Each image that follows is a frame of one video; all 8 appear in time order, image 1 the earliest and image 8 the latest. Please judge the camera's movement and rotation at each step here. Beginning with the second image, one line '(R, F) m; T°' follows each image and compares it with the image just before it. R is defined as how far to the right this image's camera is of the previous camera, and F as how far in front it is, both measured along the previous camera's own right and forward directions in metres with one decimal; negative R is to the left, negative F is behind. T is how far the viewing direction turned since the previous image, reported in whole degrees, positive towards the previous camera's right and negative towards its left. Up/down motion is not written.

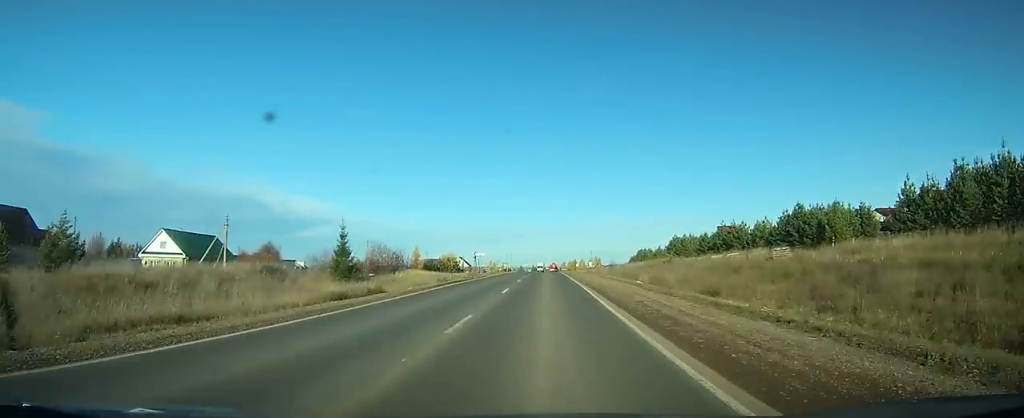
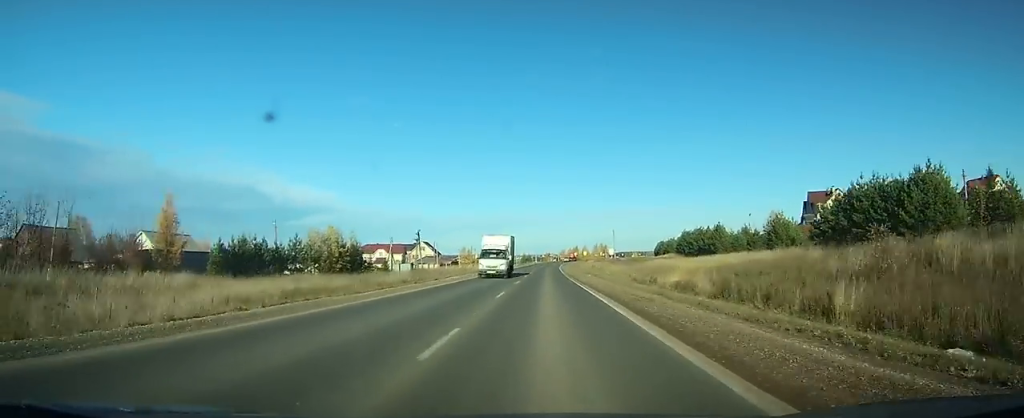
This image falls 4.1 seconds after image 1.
(-0.1, +79.5) m; 0°
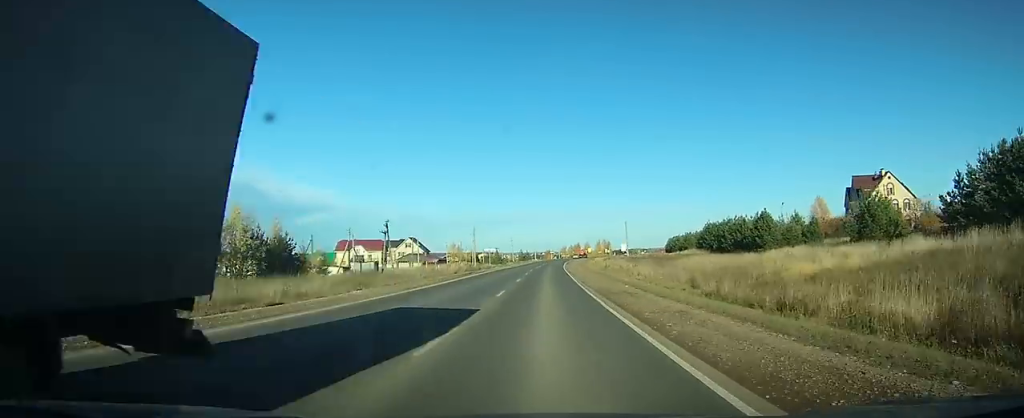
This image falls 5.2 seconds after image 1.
(0.0, +23.0) m; 0°
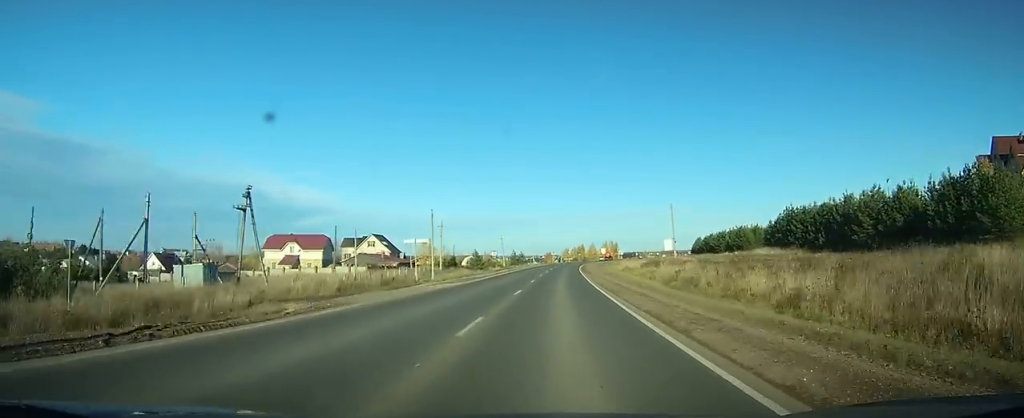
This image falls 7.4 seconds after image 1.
(-0.1, +45.2) m; 0°
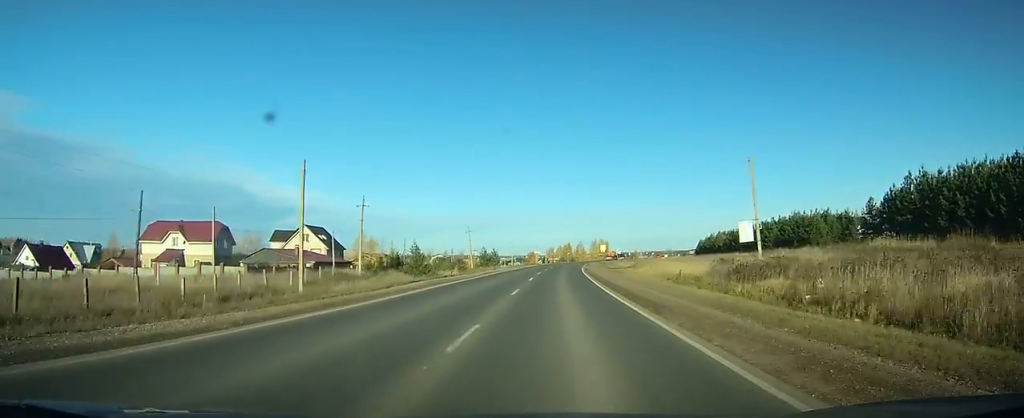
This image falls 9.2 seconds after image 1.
(0.0, +37.0) m; +1°
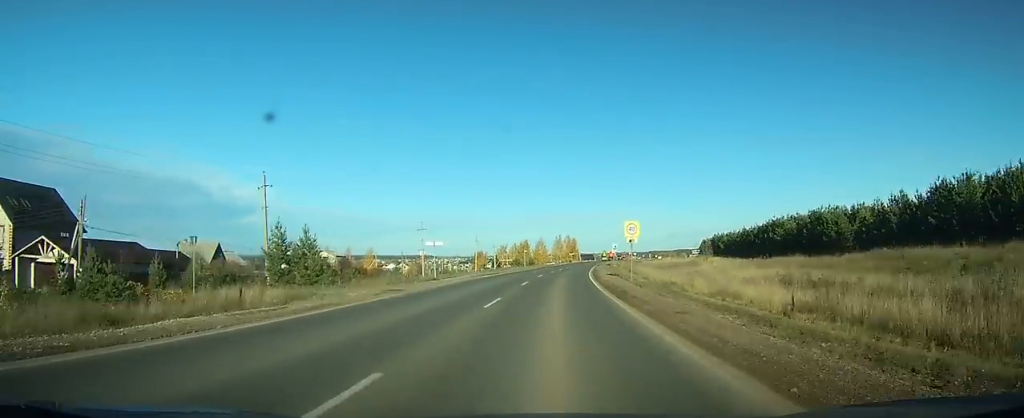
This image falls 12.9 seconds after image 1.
(+2.0, +75.1) m; +3°
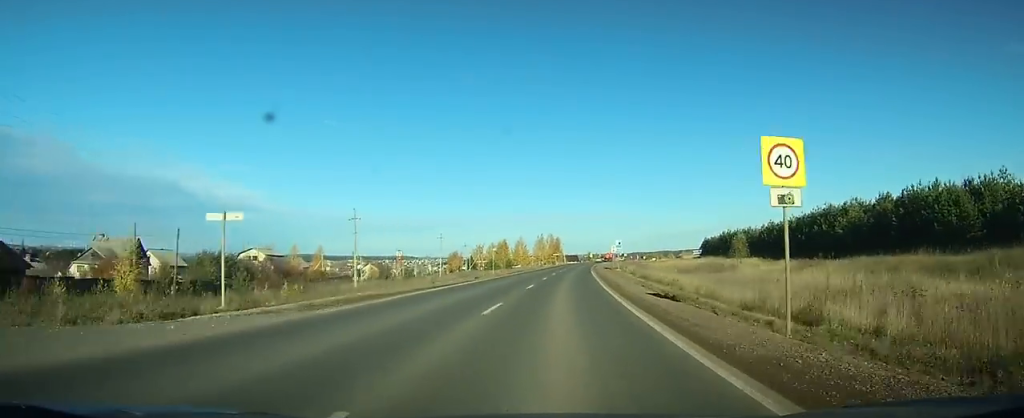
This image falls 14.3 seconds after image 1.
(+0.2, +25.7) m; +2°
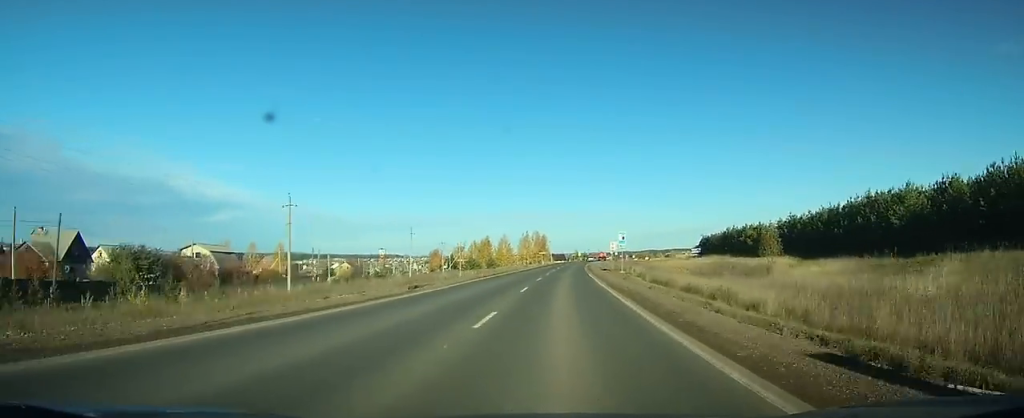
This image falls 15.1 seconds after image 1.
(+0.2, +14.9) m; +1°
